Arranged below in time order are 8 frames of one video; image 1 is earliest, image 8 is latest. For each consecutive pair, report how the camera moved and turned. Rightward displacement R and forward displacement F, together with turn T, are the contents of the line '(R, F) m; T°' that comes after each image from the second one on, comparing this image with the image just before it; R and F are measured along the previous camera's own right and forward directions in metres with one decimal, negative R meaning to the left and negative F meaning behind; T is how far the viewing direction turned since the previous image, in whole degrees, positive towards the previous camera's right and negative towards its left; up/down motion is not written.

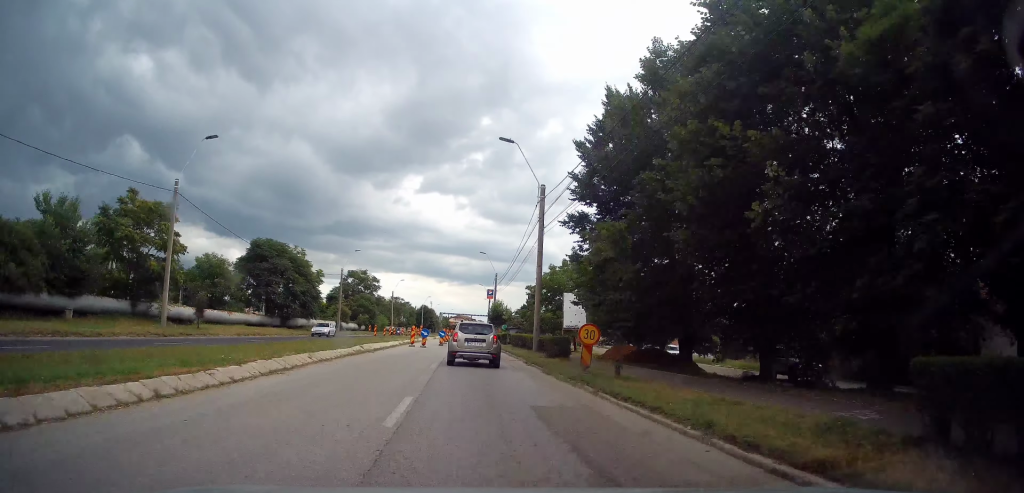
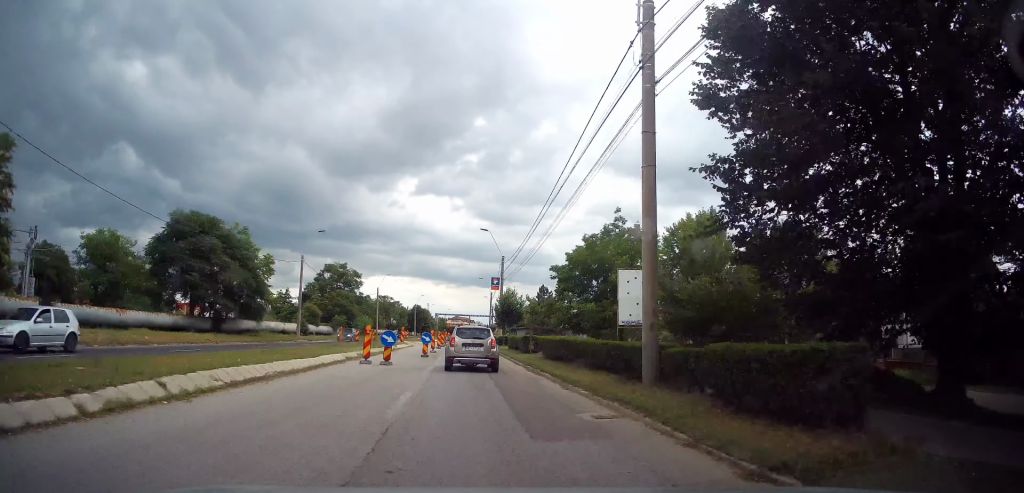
(+0.2, +16.8) m; +1°
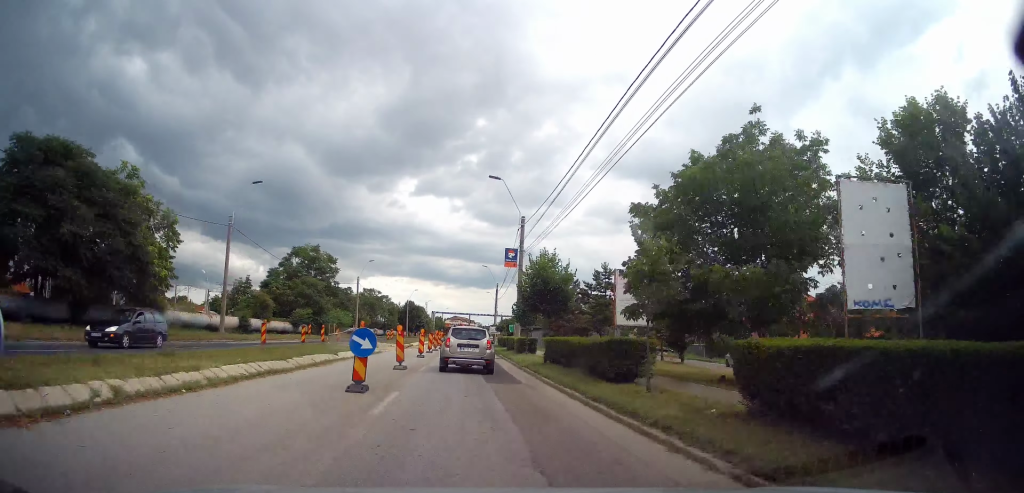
(0.0, +18.1) m; -1°
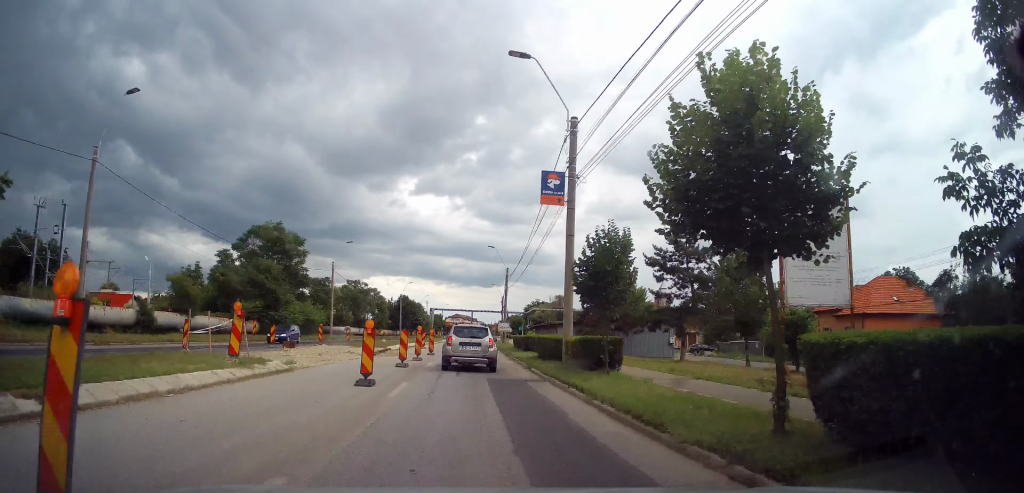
(-0.2, +16.2) m; 0°
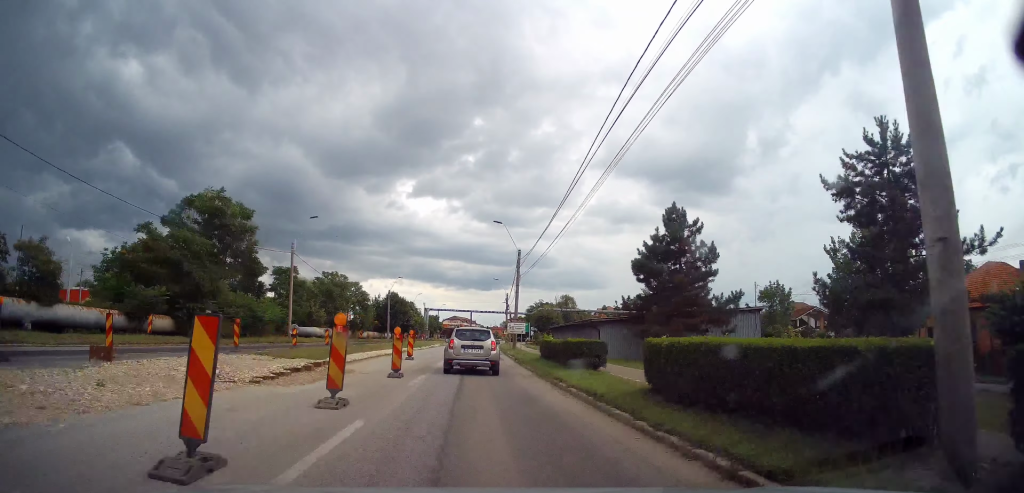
(+0.1, +15.0) m; +1°
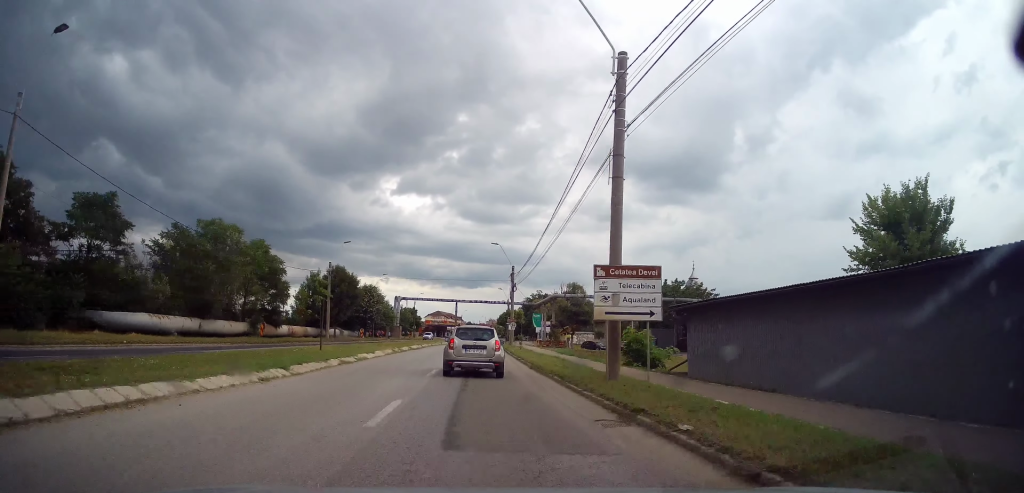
(+0.3, +33.2) m; +1°
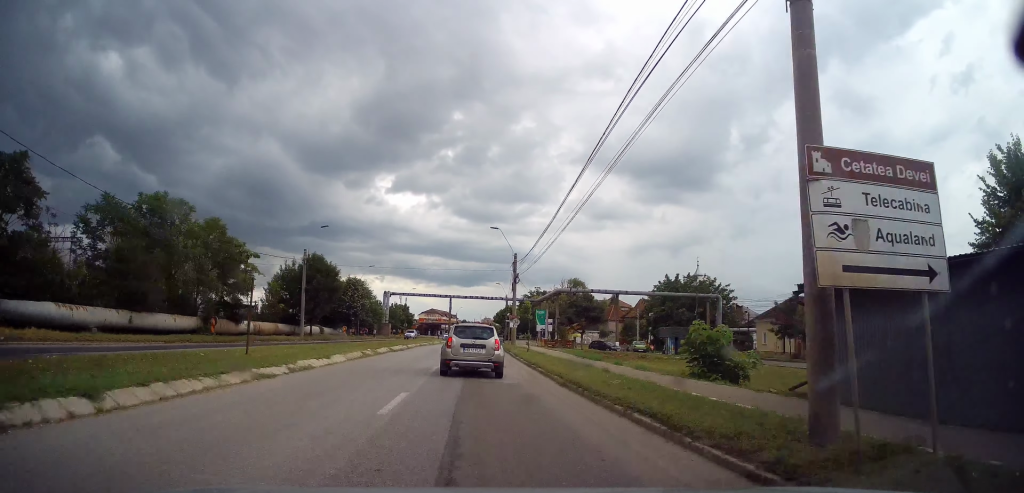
(0.0, +7.8) m; 0°
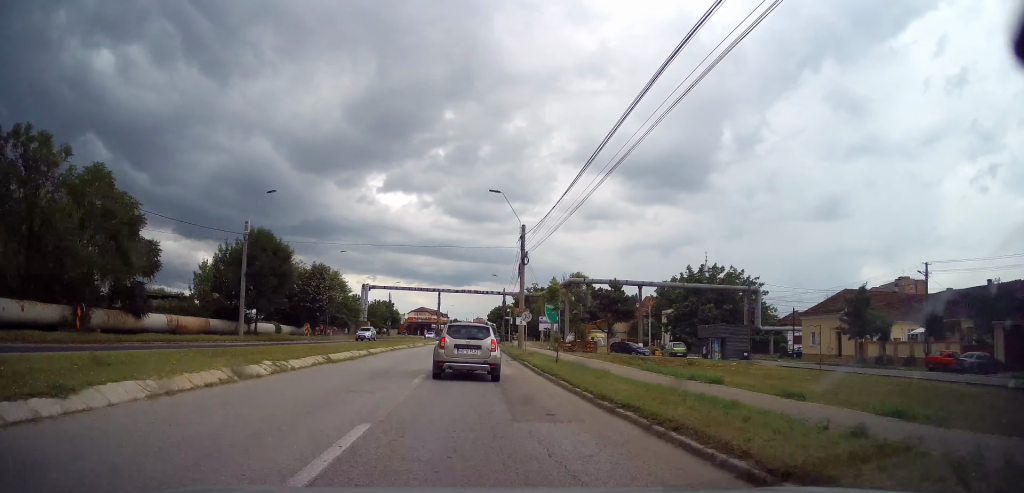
(0.0, +12.9) m; +1°
